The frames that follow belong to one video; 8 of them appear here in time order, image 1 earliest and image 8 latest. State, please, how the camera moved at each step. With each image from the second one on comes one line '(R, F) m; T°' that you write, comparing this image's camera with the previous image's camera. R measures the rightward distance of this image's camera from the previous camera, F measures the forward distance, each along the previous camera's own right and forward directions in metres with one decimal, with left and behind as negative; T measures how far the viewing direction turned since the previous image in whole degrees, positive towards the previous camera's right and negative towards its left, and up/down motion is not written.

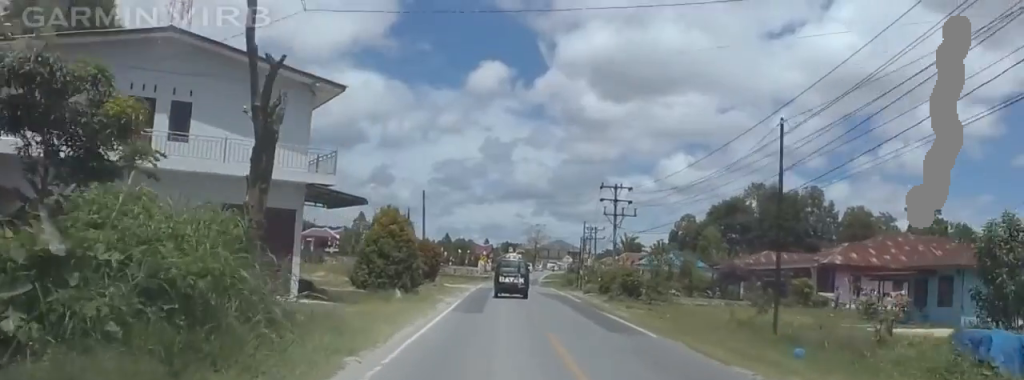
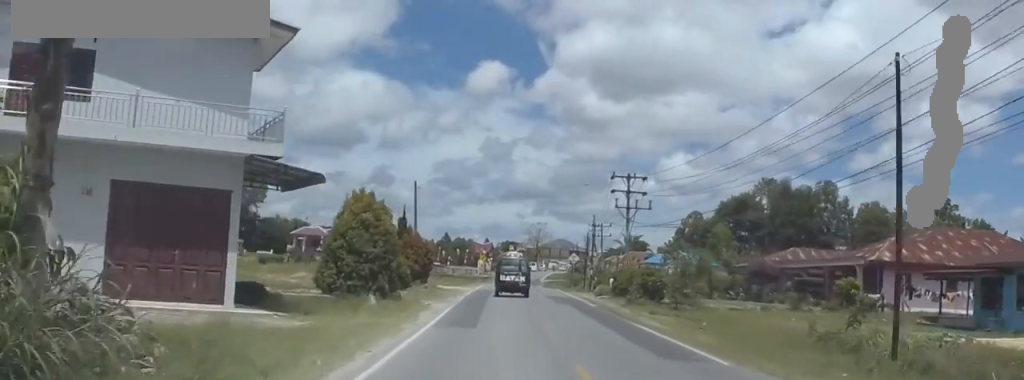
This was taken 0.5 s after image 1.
(0.0, +7.0) m; 0°
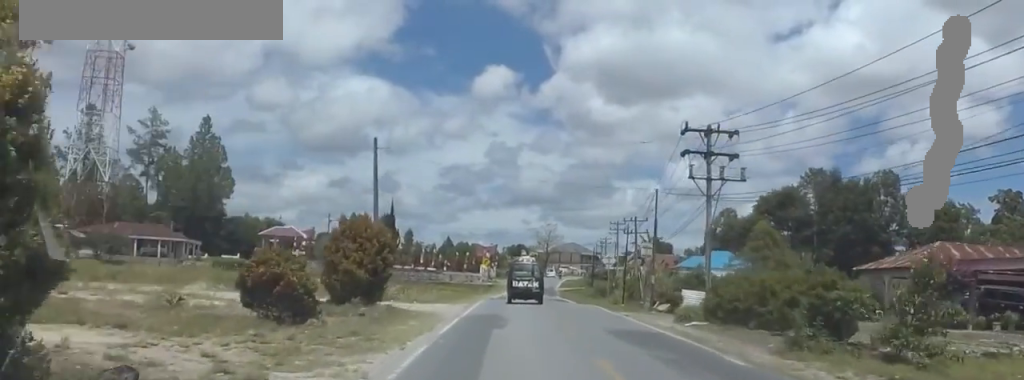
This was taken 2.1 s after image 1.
(+0.1, +23.4) m; +4°
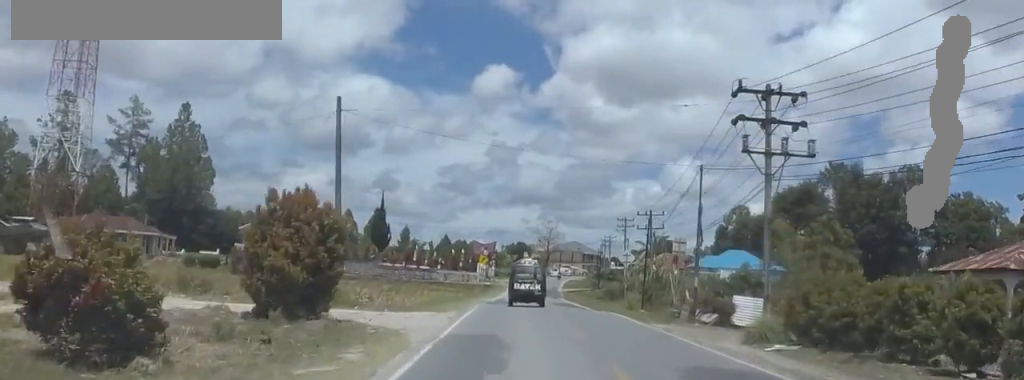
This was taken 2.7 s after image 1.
(+0.4, +9.5) m; +2°
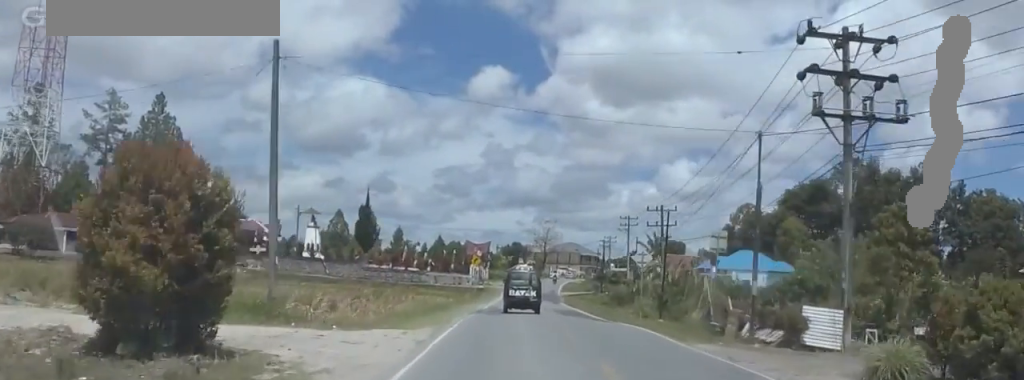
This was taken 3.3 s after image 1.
(+0.8, +8.4) m; 0°
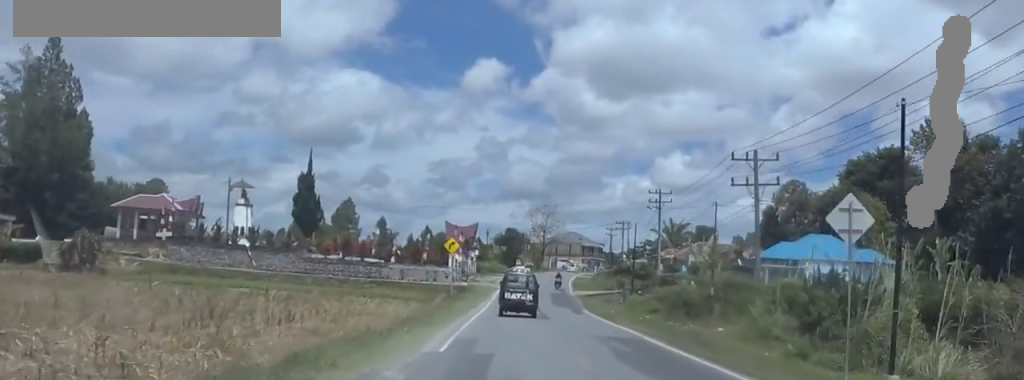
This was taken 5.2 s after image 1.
(-2.6, +29.1) m; -6°
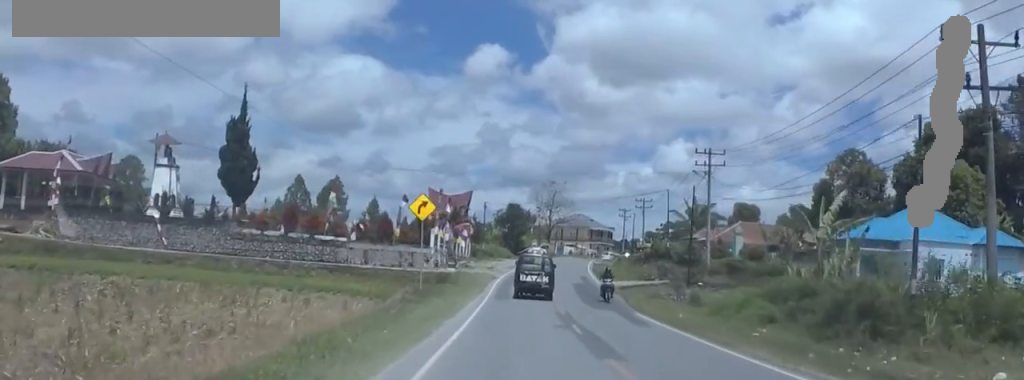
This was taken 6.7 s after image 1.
(0.0, +21.0) m; 0°
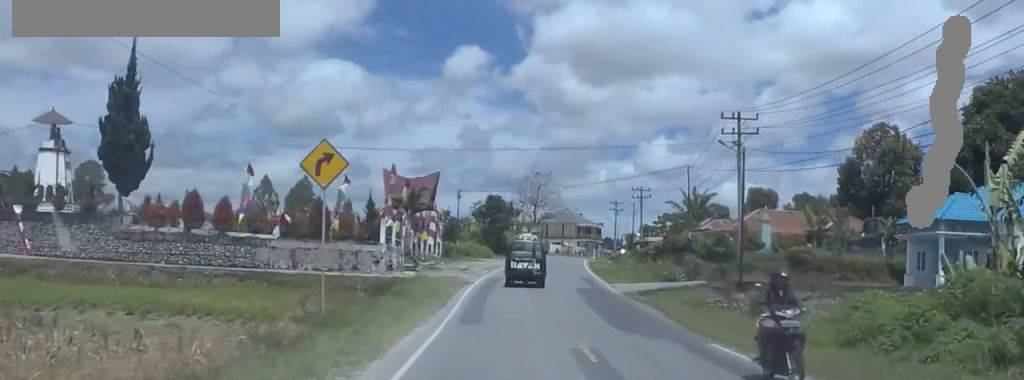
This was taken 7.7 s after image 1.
(0.0, +14.7) m; +2°
